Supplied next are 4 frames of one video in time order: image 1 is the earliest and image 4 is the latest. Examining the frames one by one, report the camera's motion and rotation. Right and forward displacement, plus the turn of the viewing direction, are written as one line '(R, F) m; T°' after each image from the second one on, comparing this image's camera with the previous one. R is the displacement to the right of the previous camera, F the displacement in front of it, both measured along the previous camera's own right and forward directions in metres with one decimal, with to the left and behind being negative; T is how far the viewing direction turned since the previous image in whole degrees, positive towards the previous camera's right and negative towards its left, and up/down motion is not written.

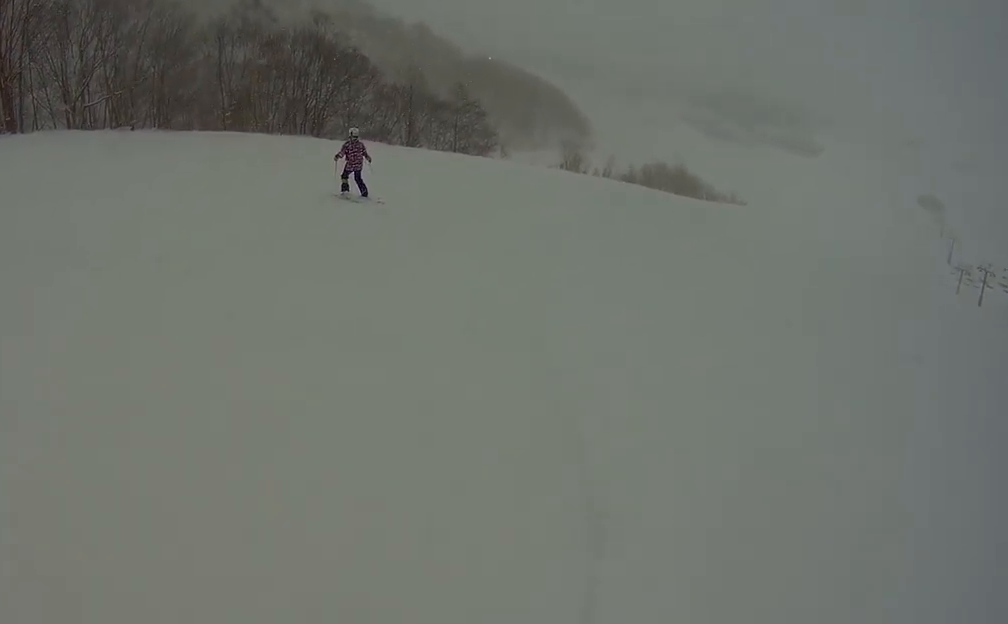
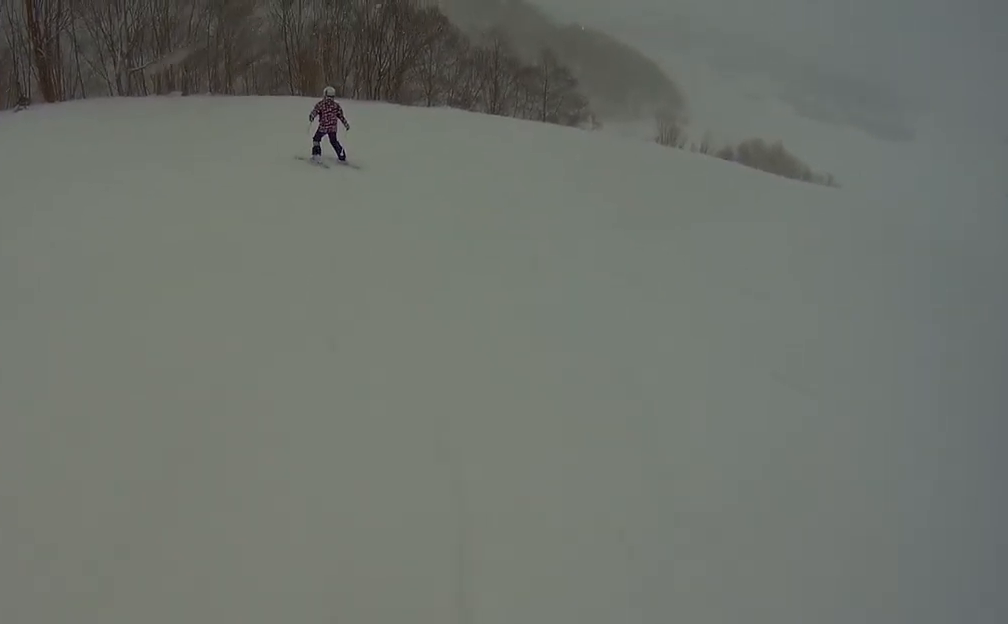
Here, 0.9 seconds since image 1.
(0.0, +4.5) m; -15°
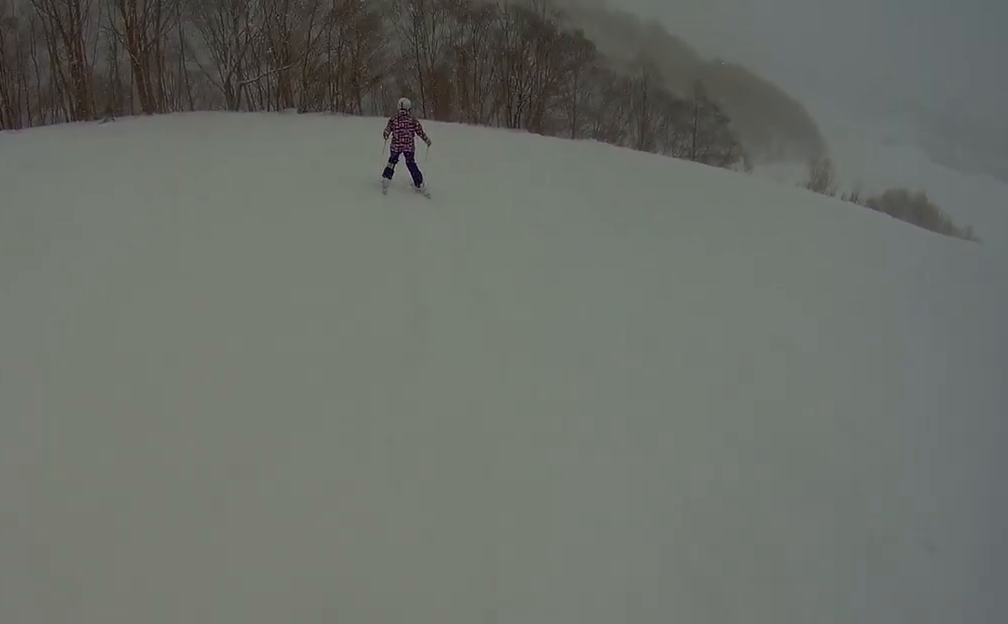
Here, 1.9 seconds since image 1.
(-1.2, +5.0) m; -14°
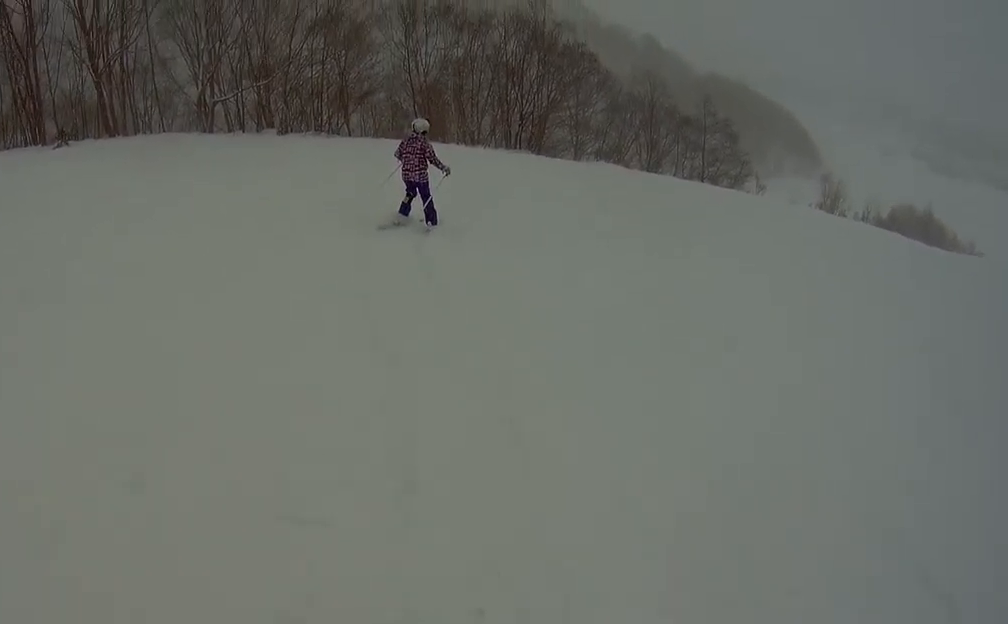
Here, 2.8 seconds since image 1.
(0.0, +4.5) m; -6°
